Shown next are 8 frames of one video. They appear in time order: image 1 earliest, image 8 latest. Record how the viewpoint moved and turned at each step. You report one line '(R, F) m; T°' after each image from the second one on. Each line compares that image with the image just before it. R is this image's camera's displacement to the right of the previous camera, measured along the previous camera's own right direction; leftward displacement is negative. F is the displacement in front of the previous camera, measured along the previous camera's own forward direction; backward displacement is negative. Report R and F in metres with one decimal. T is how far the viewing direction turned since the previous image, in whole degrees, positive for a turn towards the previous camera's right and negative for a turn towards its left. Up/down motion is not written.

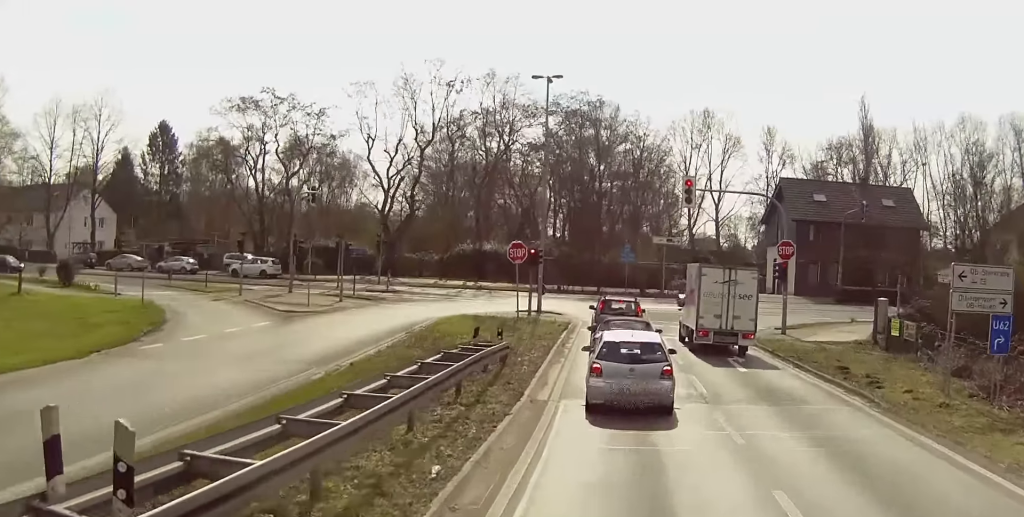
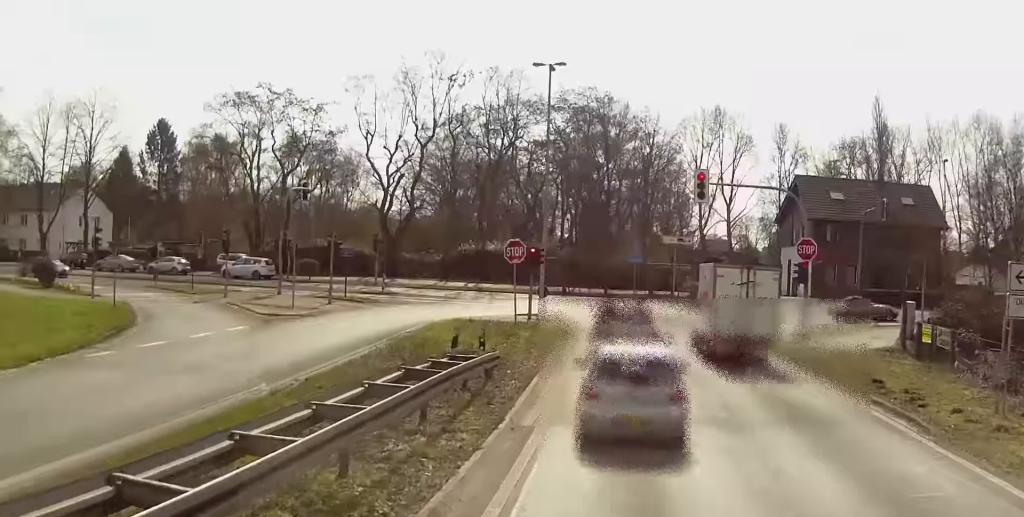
(0.0, +2.5) m; -1°
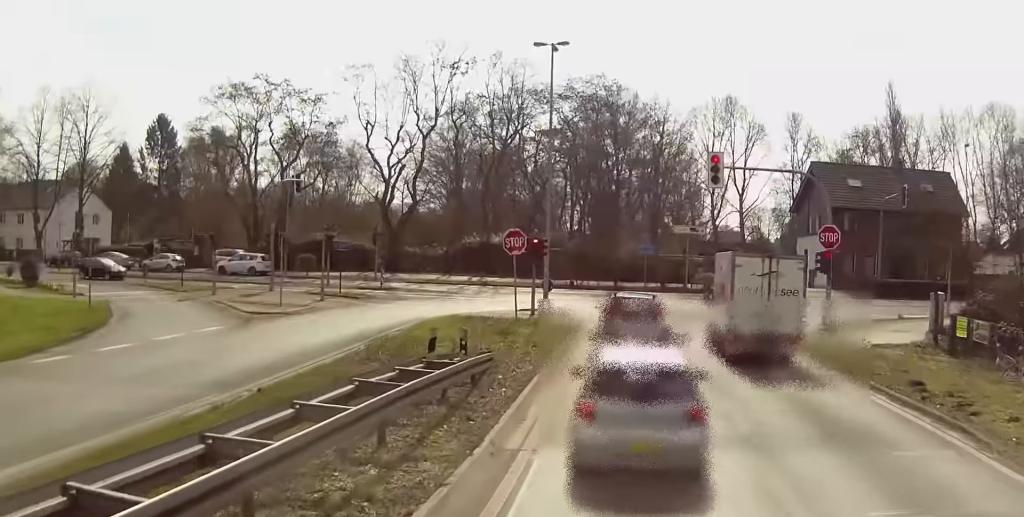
(0.0, +2.2) m; -1°
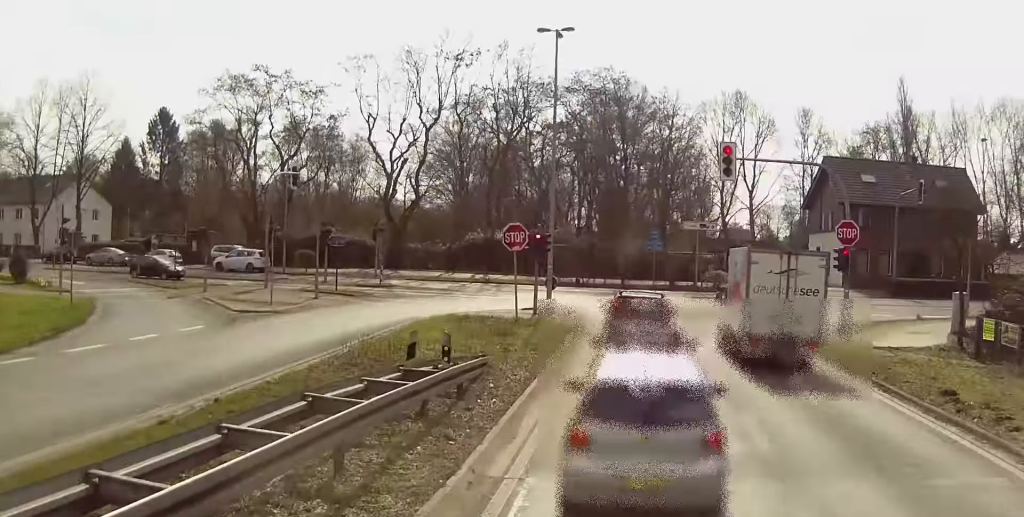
(0.0, +1.7) m; -1°
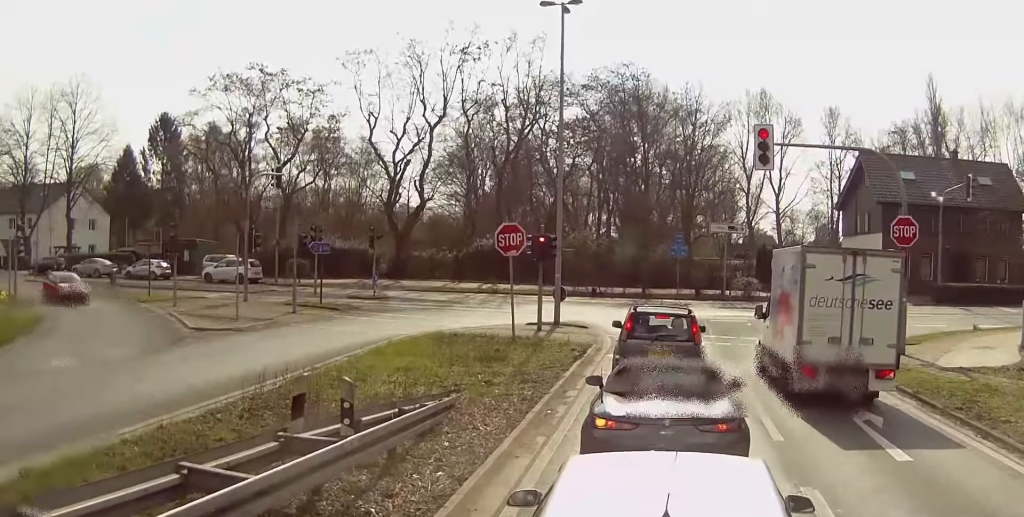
(+0.5, +9.6) m; +4°
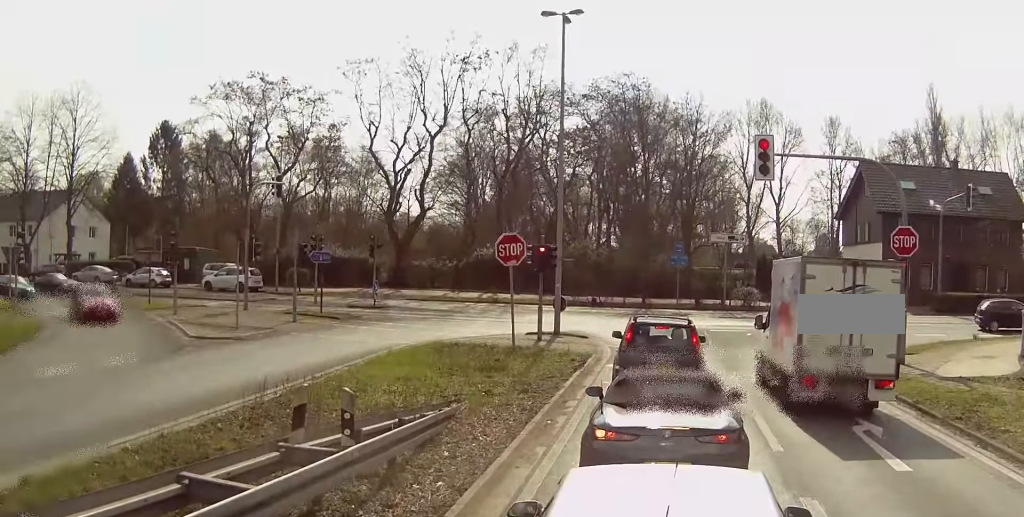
(+0.1, +1.0) m; 0°
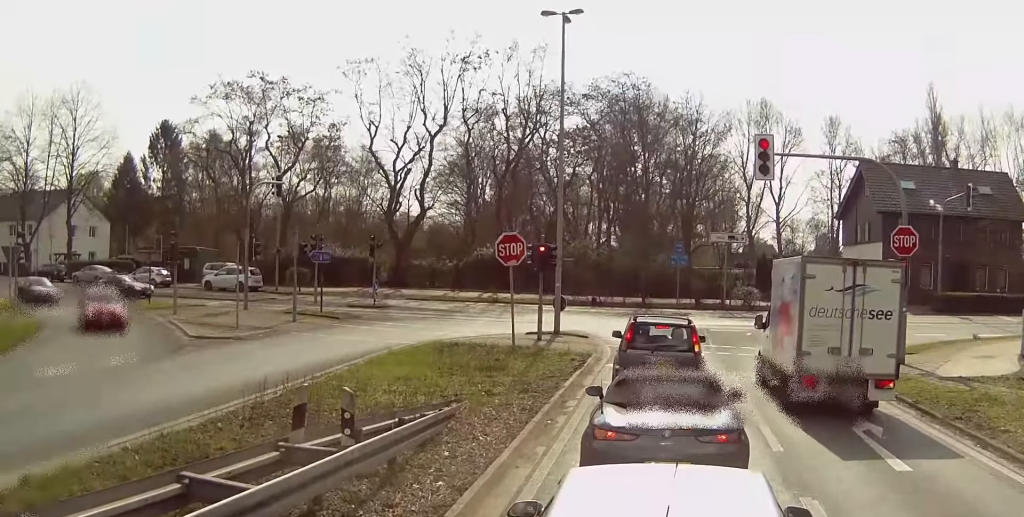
(+0.1, +0.5) m; 0°
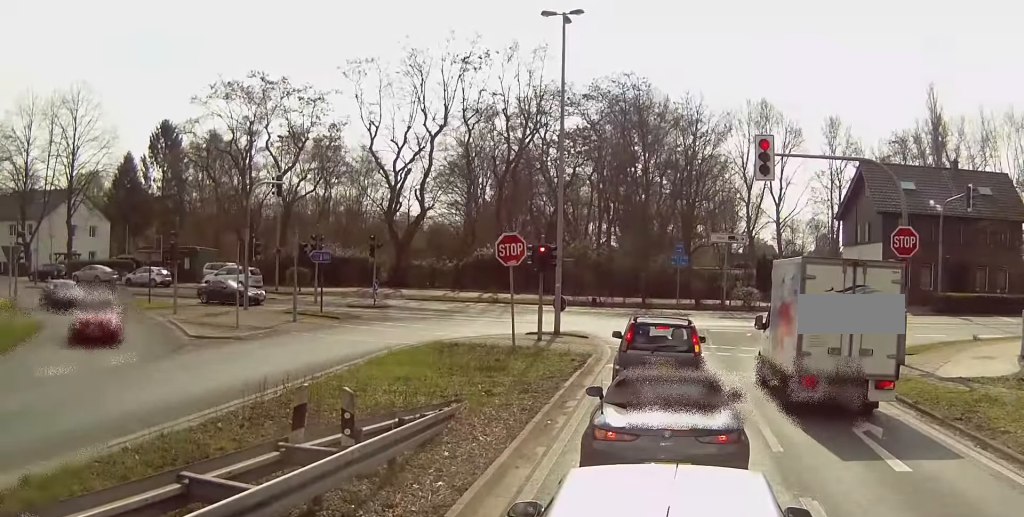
(+0.3, +0.4) m; 0°
